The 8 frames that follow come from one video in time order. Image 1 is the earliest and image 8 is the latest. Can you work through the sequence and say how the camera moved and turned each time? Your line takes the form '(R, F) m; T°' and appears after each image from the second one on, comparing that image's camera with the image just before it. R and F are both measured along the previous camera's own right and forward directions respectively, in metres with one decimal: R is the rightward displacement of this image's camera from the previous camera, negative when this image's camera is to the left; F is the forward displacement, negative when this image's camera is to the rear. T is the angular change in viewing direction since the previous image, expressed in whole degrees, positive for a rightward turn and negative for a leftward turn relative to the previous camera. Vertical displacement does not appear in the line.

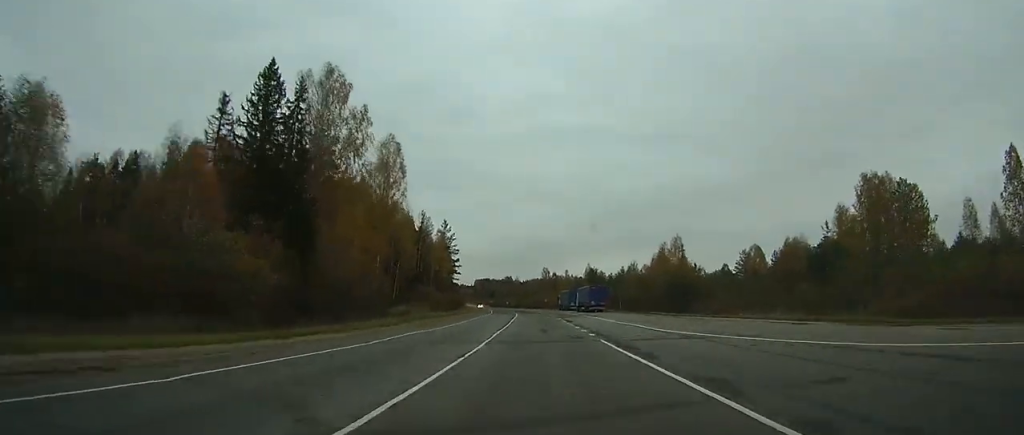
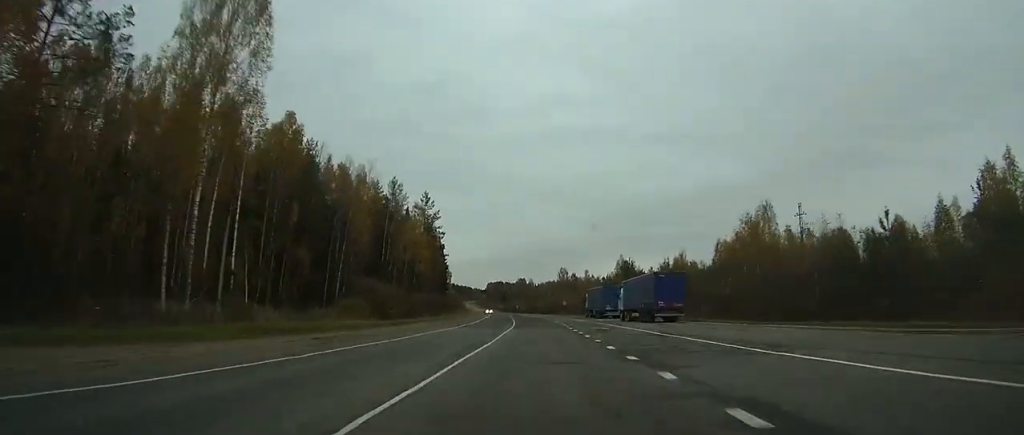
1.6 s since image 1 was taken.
(-0.6, +42.7) m; -2°
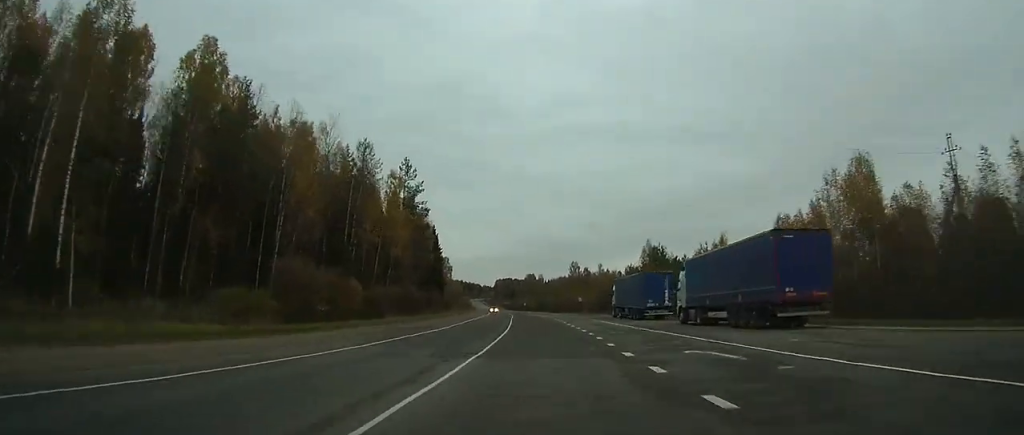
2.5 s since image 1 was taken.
(+0.2, +23.8) m; -1°
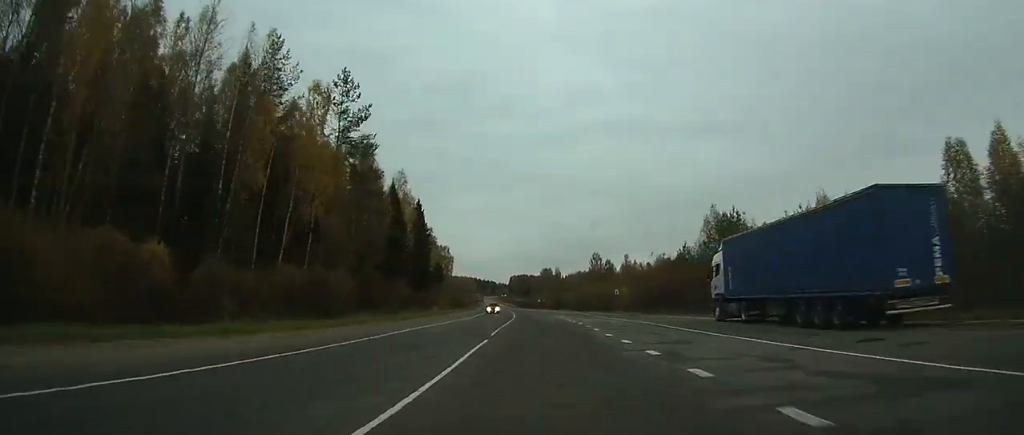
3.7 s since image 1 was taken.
(-0.9, +34.7) m; -2°
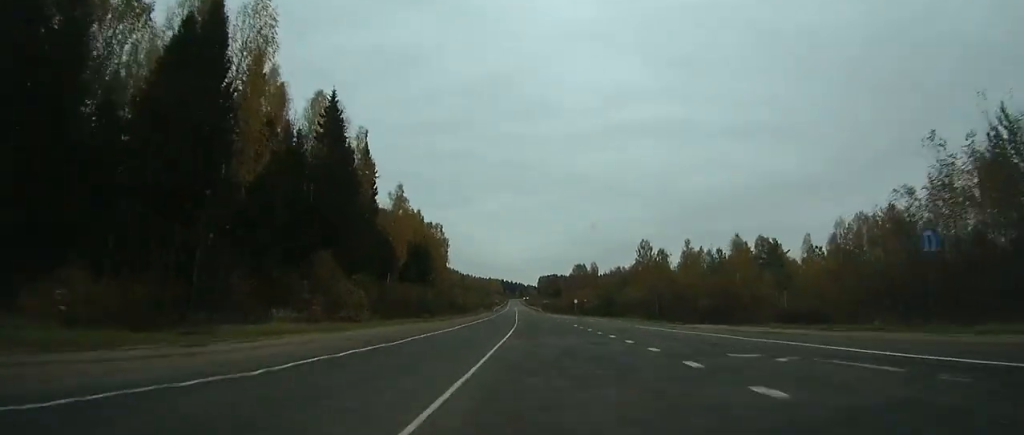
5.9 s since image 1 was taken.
(-1.4, +58.6) m; -3°
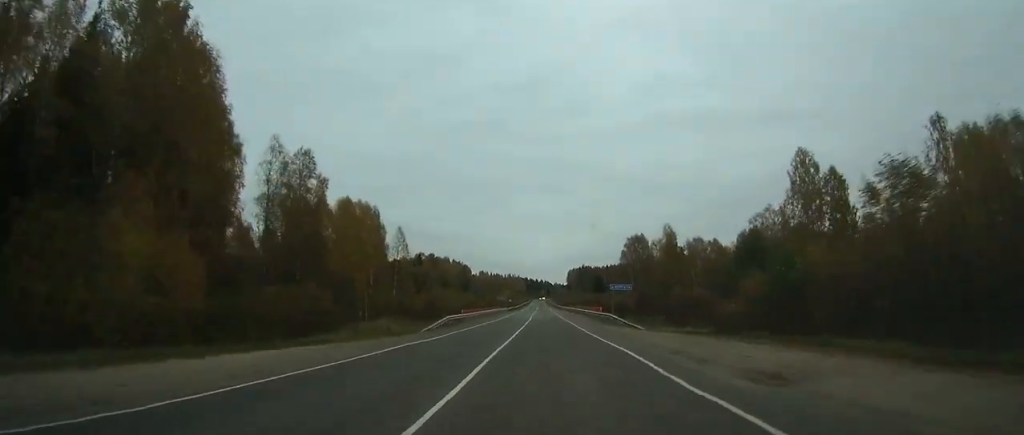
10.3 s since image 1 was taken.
(-3.6, +109.7) m; -2°
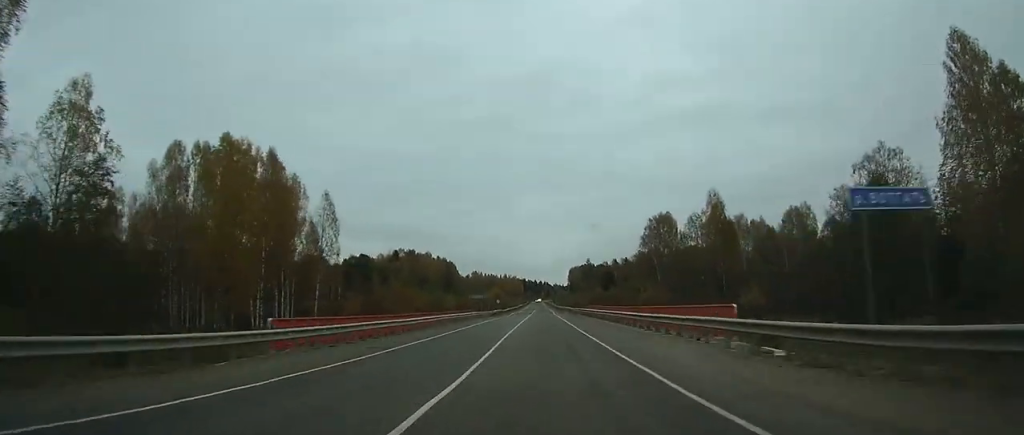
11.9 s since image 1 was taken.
(+0.1, +45.3) m; 0°
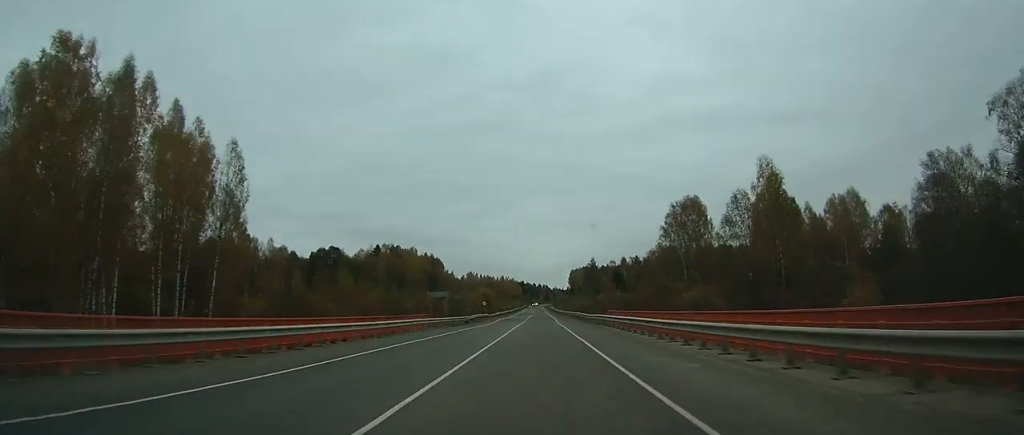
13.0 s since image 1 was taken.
(0.0, +29.6) m; 0°
